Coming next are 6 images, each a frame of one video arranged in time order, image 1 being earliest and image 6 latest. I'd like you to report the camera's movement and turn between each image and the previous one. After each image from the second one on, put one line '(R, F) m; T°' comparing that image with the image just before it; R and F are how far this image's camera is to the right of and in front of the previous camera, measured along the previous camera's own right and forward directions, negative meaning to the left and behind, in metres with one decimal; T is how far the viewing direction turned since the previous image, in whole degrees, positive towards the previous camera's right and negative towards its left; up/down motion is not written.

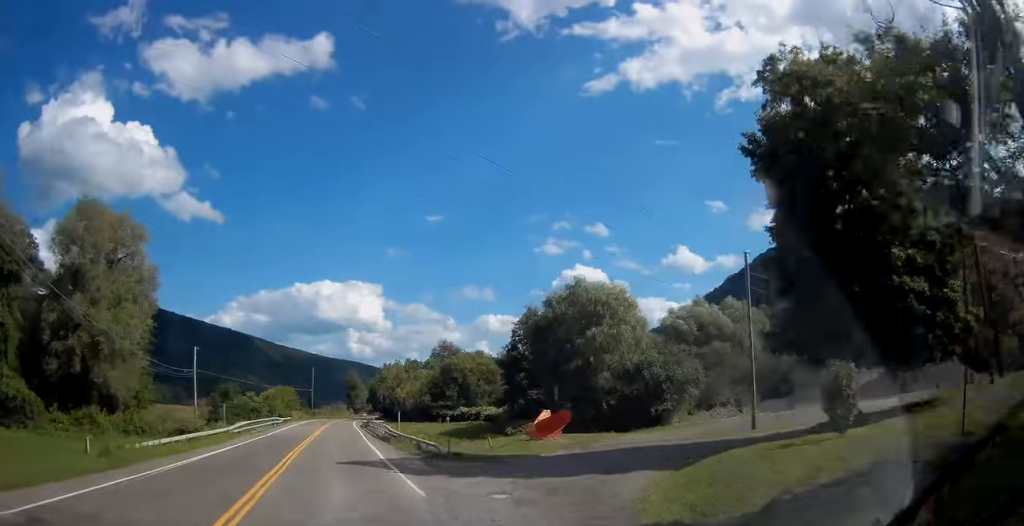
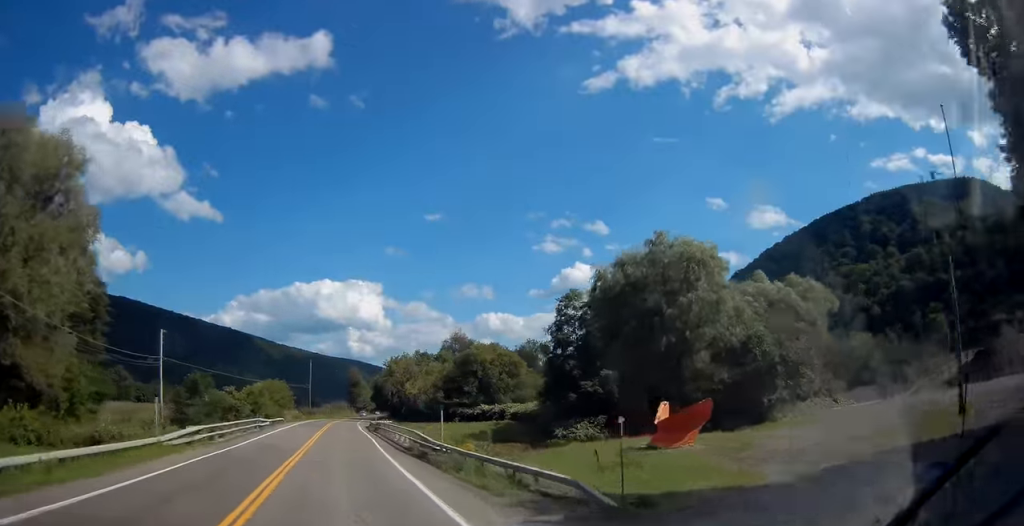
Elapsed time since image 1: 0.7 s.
(+0.1, +14.8) m; 0°
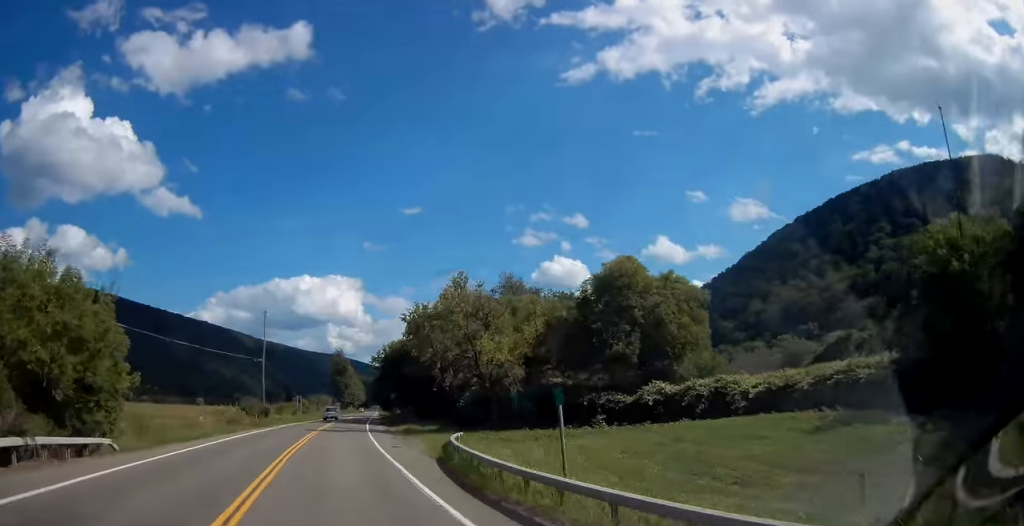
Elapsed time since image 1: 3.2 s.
(+0.3, +56.6) m; +2°
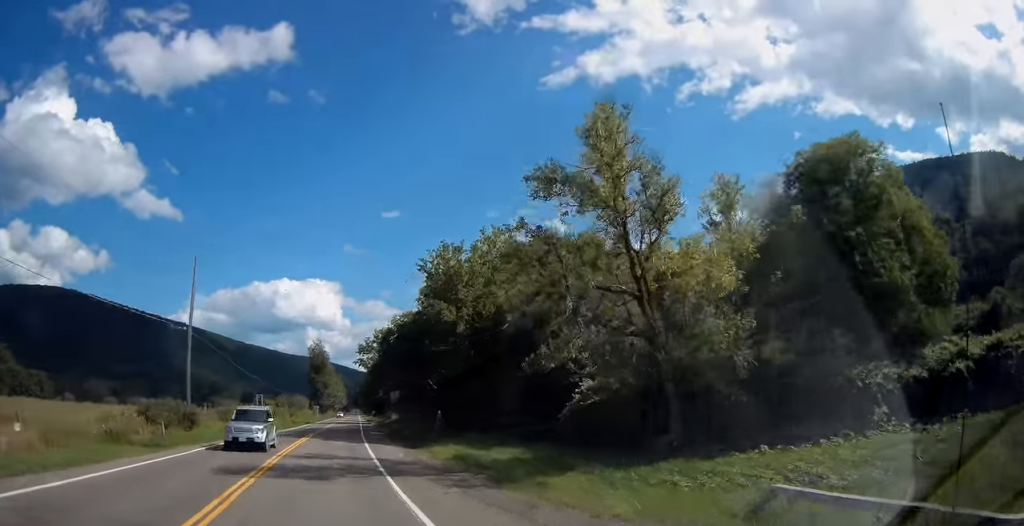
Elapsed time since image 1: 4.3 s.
(+0.3, +25.7) m; +1°
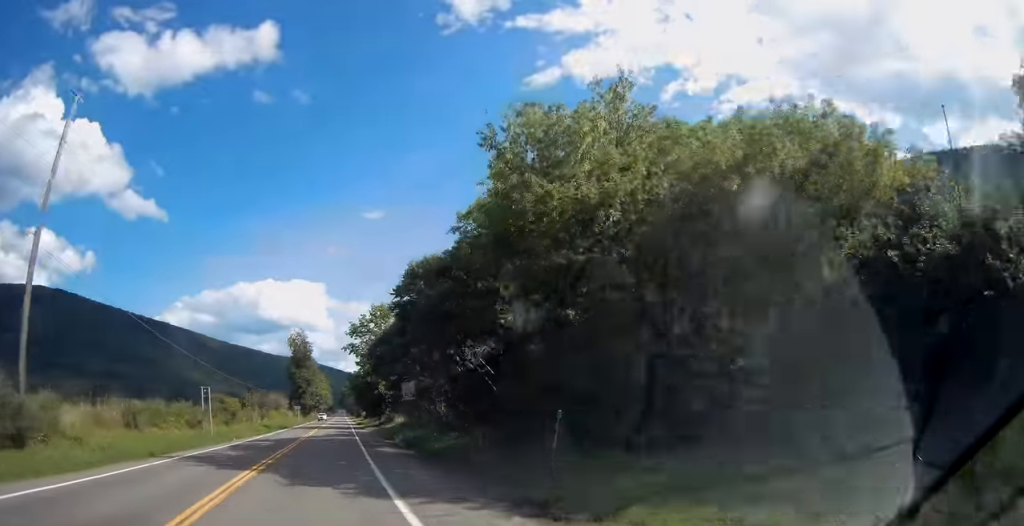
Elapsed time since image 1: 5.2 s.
(0.0, +19.9) m; +1°
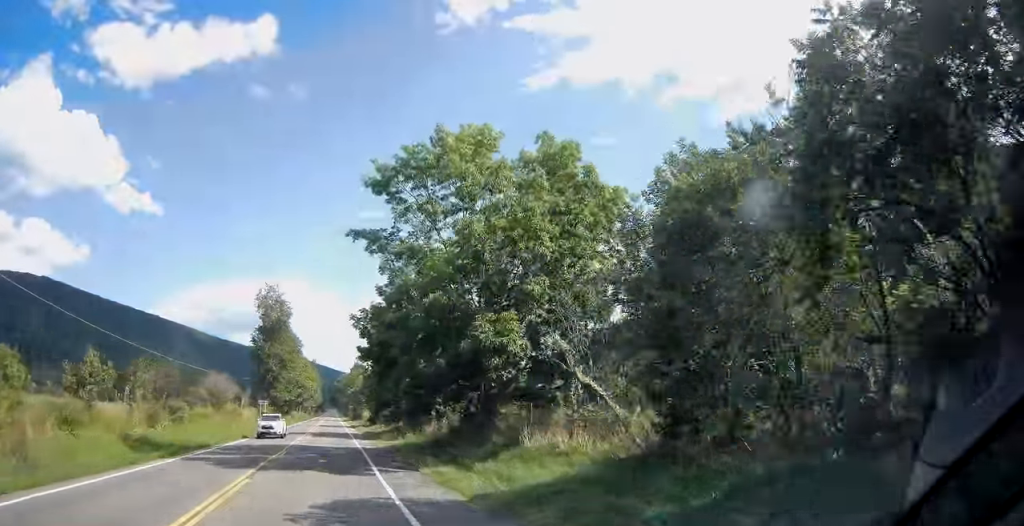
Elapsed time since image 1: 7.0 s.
(+1.3, +42.4) m; +3°
